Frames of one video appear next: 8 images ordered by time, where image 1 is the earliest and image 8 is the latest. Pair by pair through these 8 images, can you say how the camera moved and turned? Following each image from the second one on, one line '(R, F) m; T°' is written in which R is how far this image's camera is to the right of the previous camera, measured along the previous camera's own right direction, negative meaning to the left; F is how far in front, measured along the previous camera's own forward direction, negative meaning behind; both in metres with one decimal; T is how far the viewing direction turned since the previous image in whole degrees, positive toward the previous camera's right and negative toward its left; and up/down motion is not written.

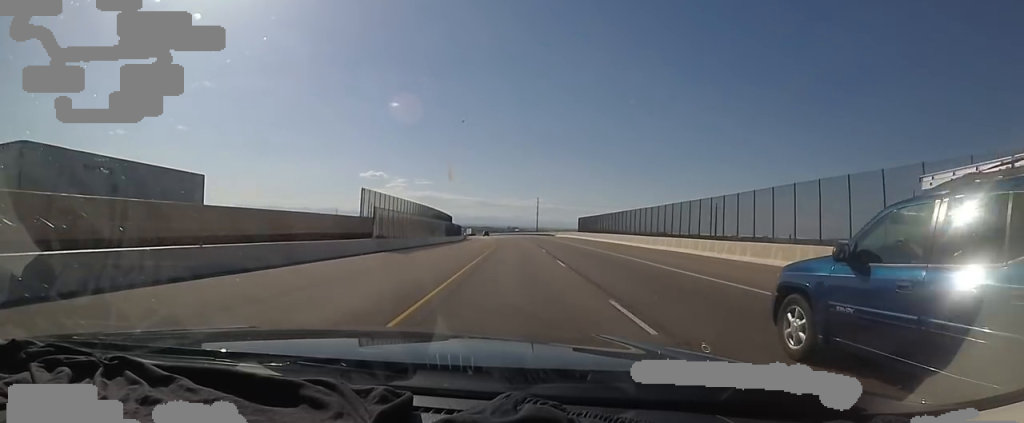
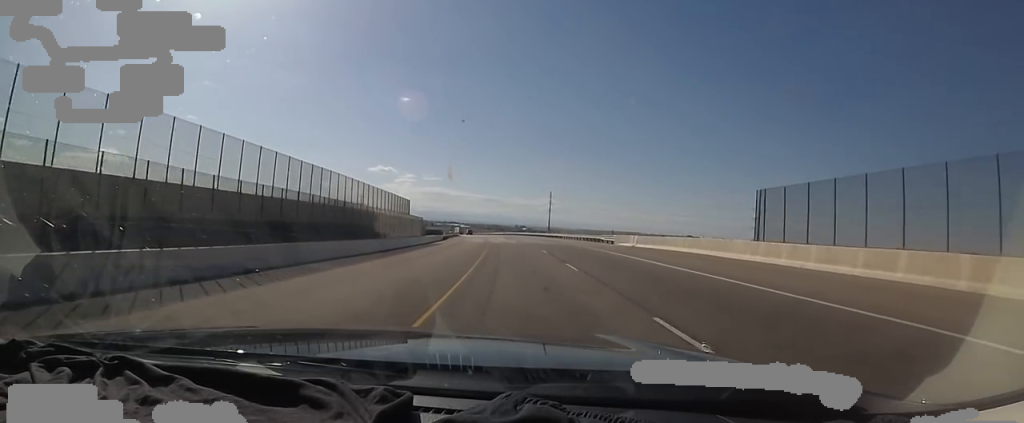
(-0.4, +51.0) m; -2°
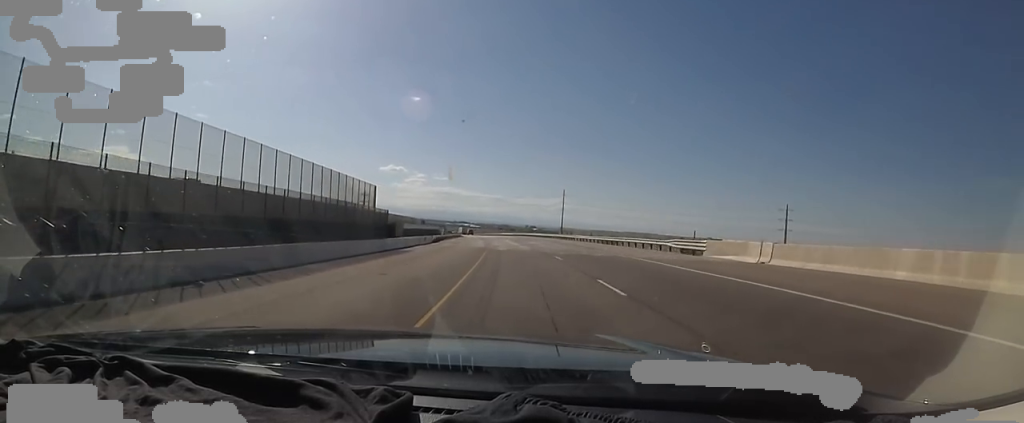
(-0.9, +18.1) m; -1°
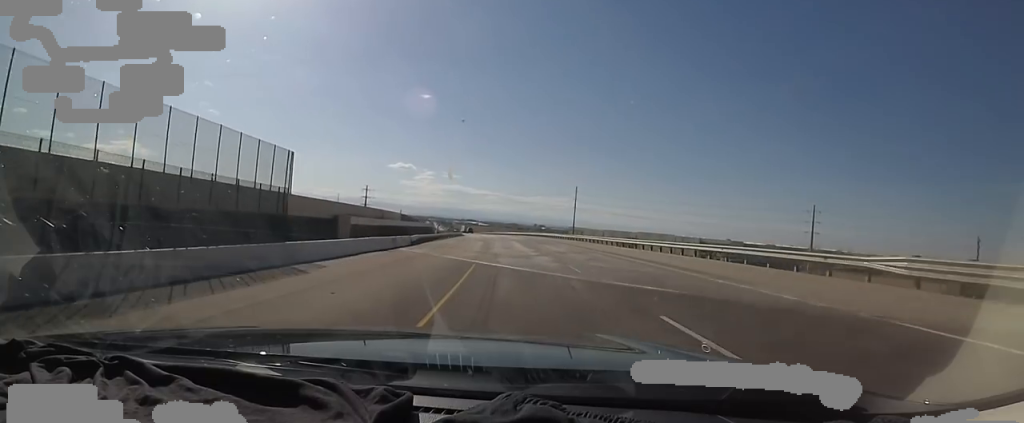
(+0.2, +16.7) m; -1°
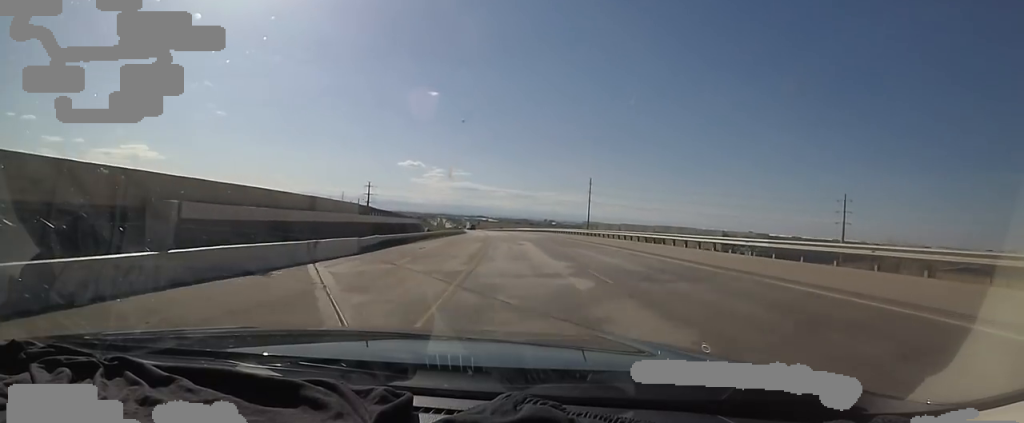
(+0.8, +16.6) m; -1°
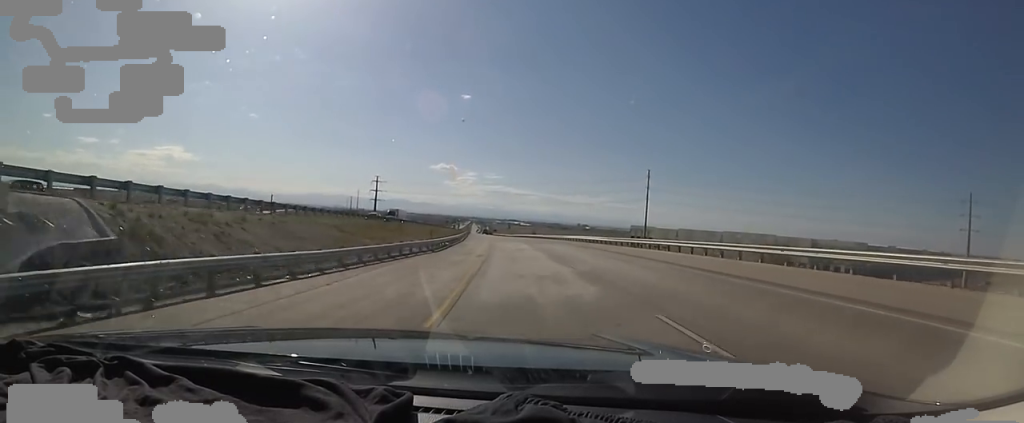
(-2.9, +52.3) m; -4°
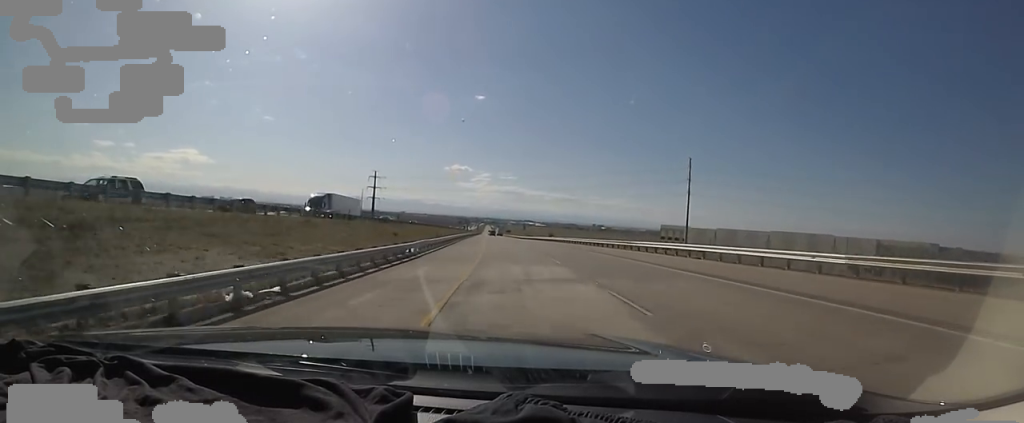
(-0.1, +31.5) m; -1°
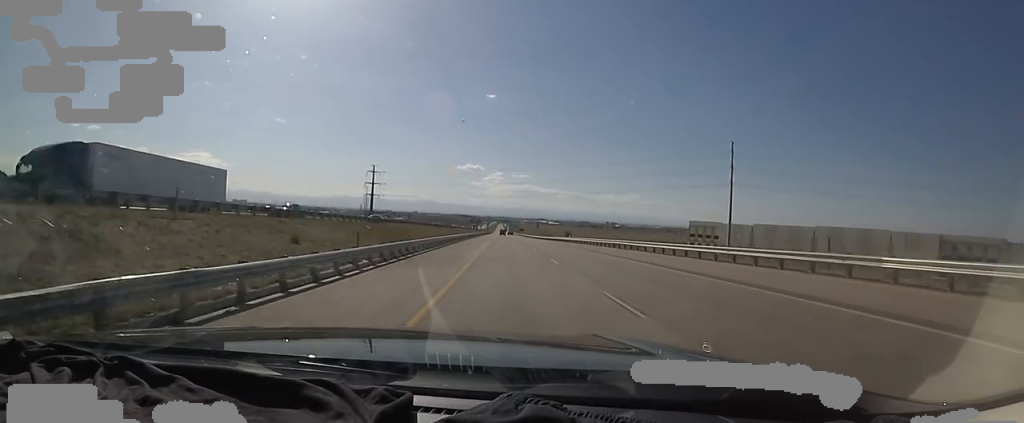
(-0.5, +24.1) m; -1°
